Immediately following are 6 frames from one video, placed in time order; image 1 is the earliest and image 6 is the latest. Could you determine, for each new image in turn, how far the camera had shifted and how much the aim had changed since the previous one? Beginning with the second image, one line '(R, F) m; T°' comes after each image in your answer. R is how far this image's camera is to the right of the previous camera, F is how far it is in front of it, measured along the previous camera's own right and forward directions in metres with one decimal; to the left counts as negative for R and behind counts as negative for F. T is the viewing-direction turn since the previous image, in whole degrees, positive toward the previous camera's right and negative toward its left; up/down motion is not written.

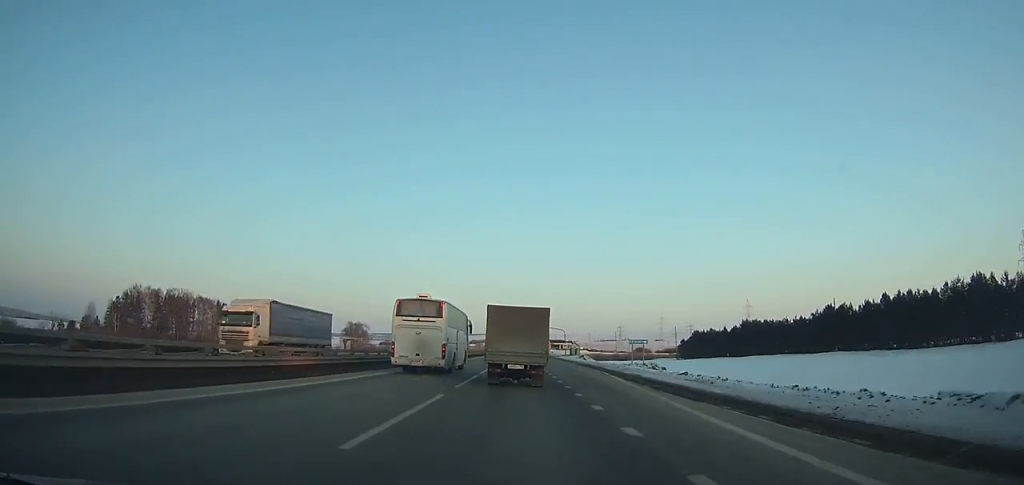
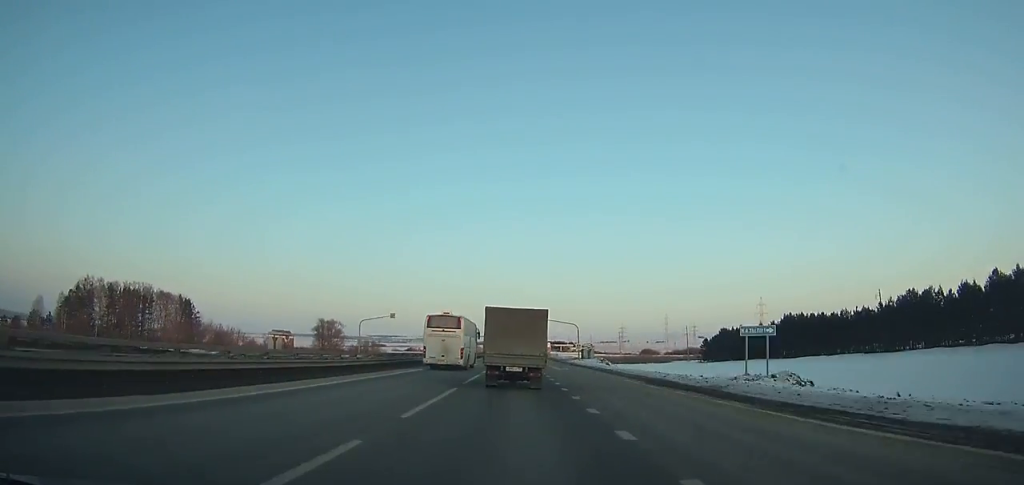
(+0.1, +31.6) m; 0°
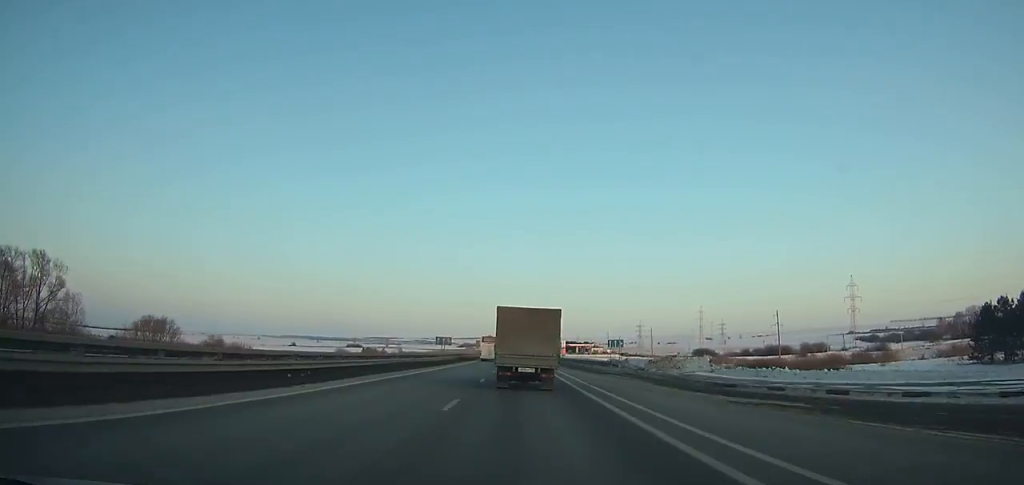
(-0.6, +138.2) m; -1°
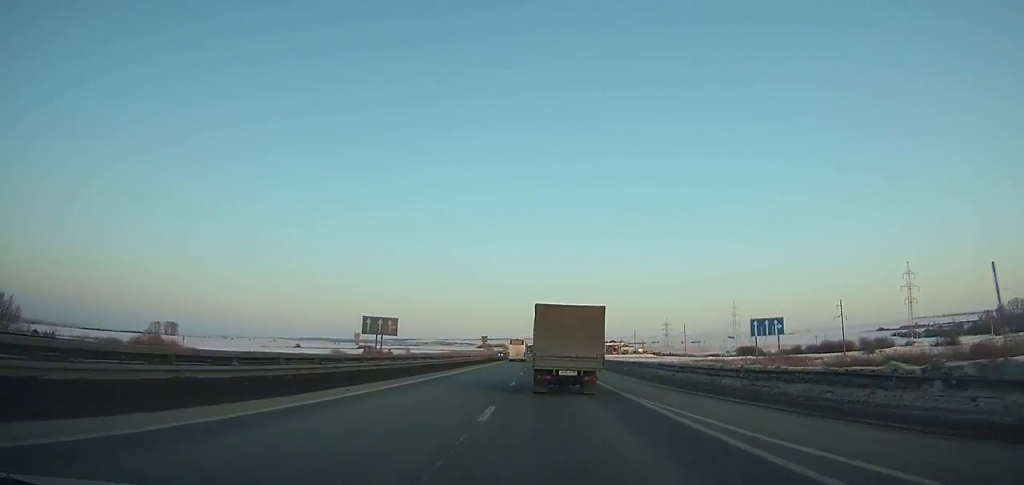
(-0.4, +38.9) m; 0°
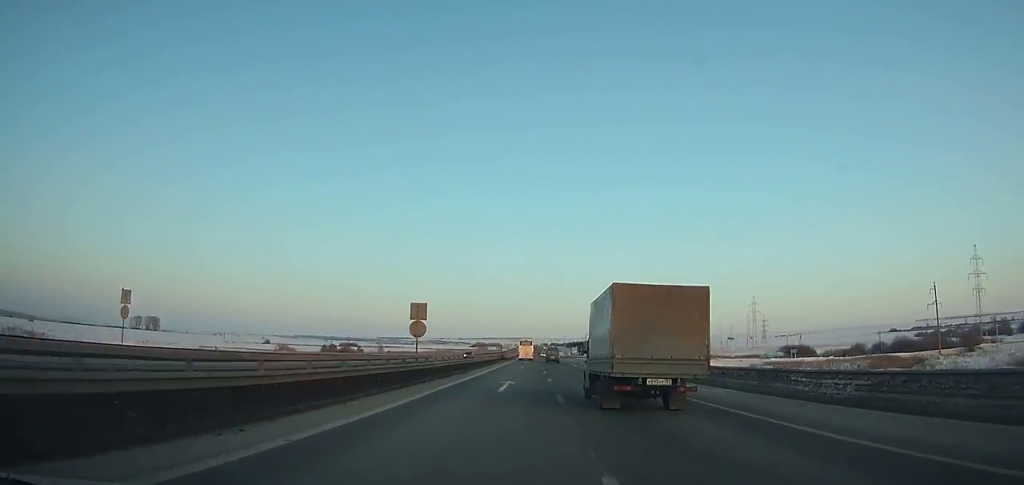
(0.0, +56.4) m; 0°
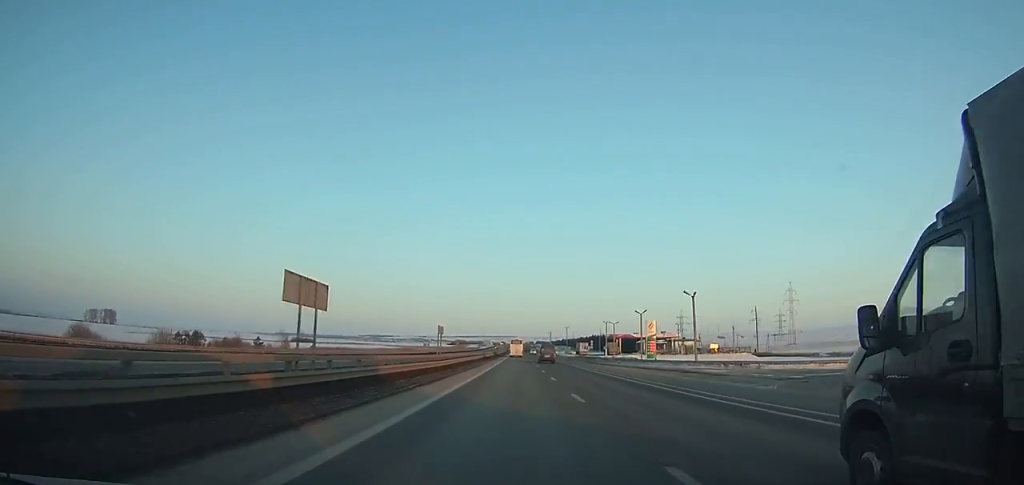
(+0.7, +95.9) m; 0°
